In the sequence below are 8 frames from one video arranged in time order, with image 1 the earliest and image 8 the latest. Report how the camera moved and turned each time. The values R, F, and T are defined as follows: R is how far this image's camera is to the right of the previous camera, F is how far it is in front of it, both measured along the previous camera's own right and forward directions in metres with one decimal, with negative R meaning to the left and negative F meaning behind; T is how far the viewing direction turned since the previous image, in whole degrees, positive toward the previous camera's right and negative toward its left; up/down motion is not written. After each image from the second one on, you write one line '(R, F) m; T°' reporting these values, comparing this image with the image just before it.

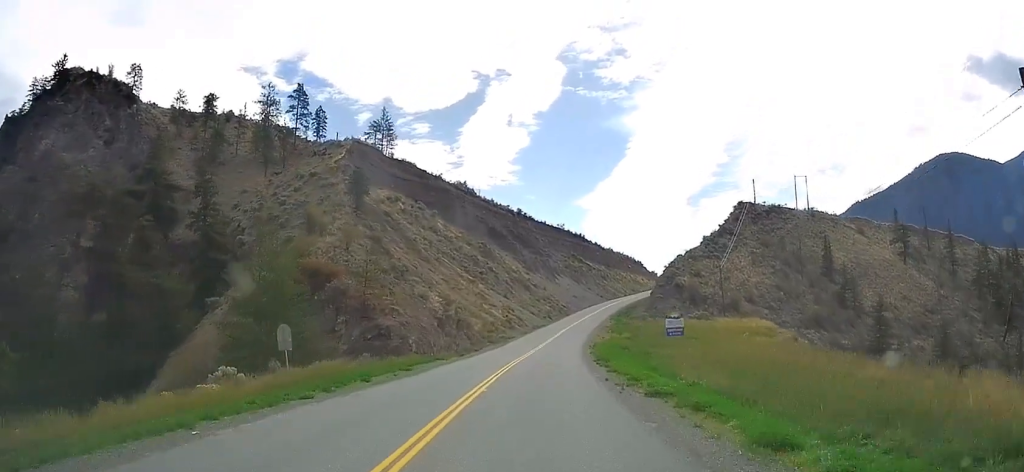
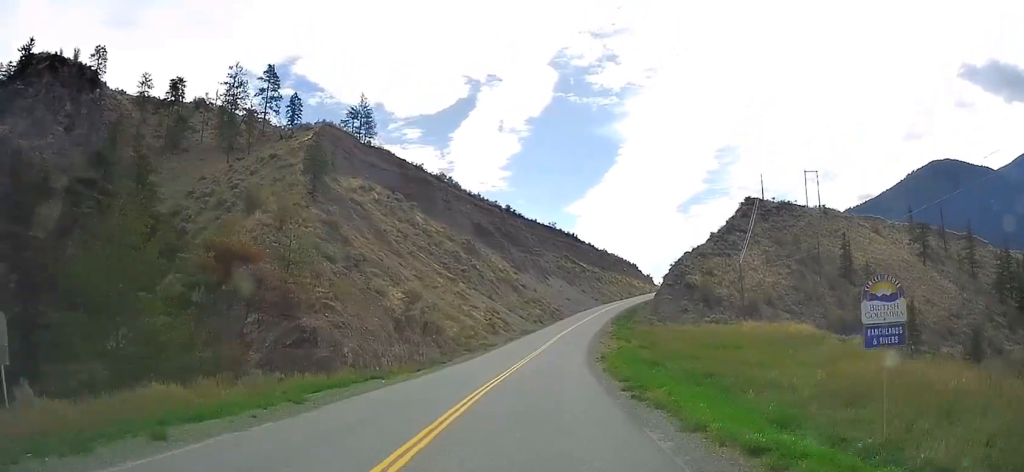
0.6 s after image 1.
(0.0, +14.7) m; 0°
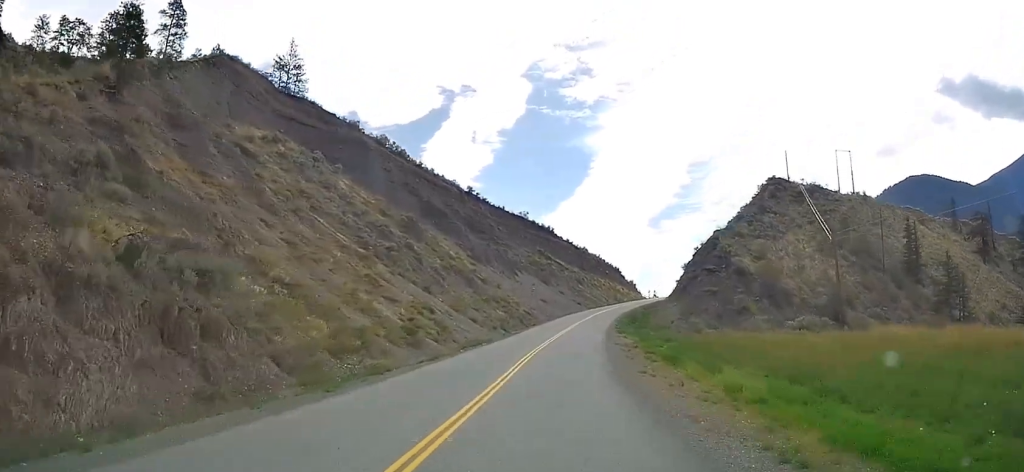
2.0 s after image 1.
(+0.1, +34.8) m; +2°
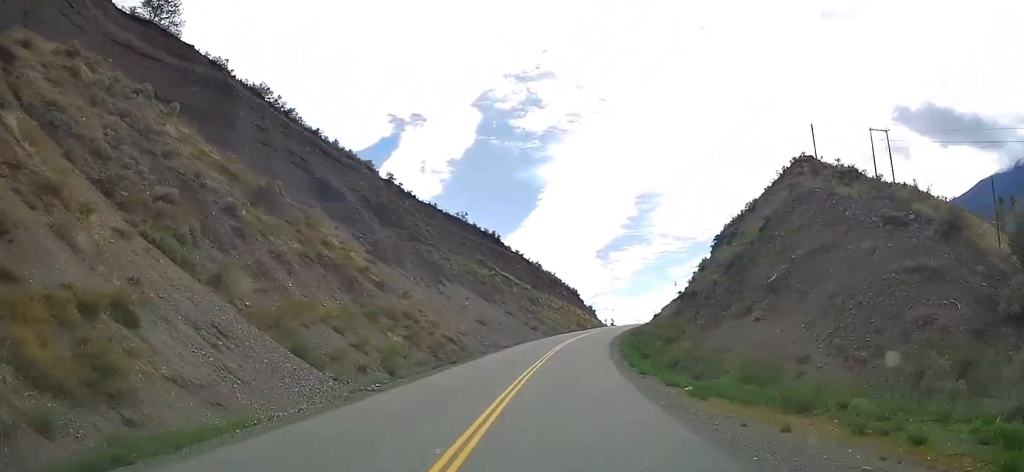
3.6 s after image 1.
(+1.0, +35.8) m; +4°
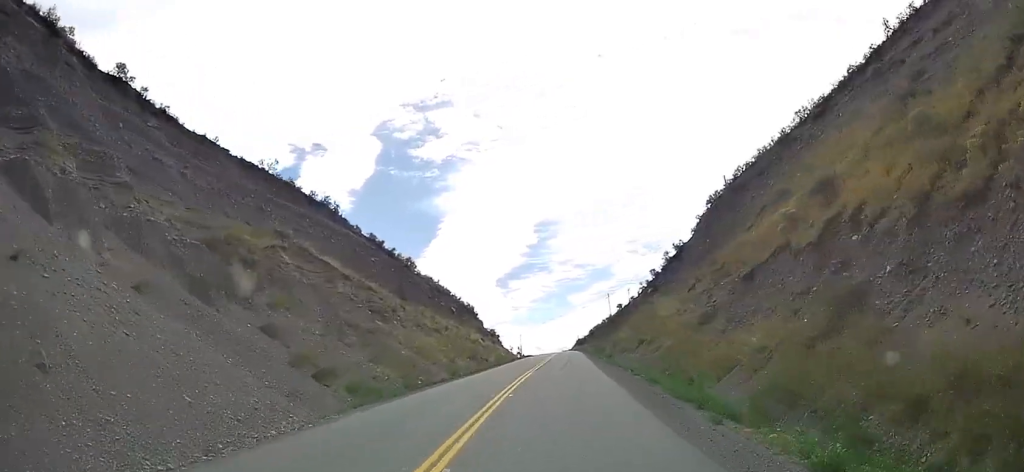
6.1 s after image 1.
(+3.8, +60.6) m; +7°
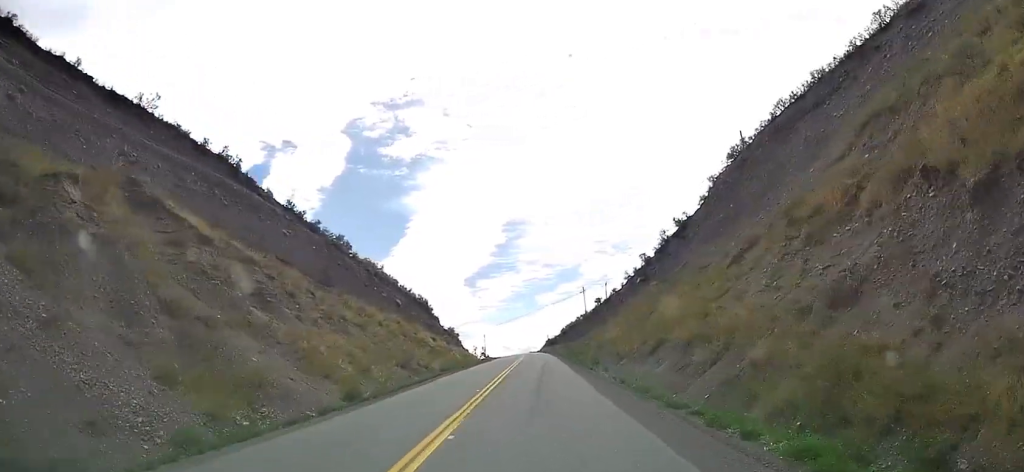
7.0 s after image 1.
(+0.5, +21.5) m; +3°
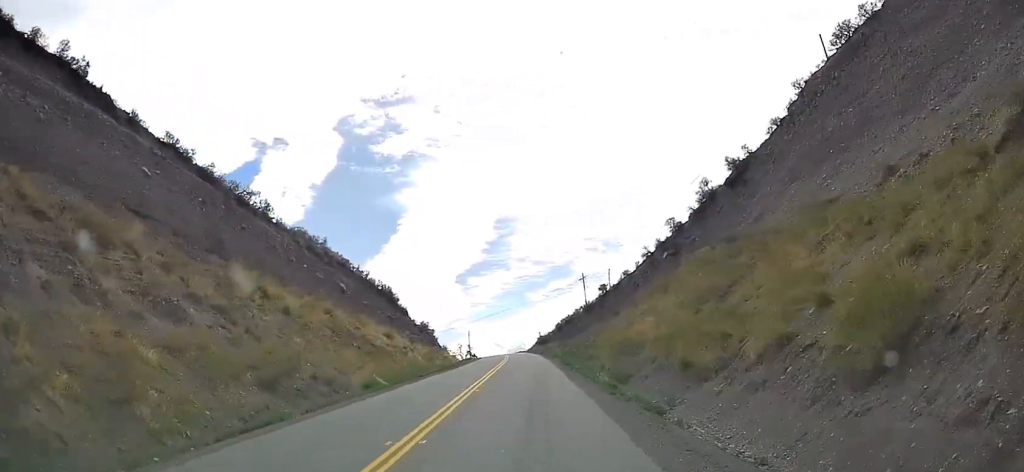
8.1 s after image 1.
(+0.7, +23.7) m; +3°
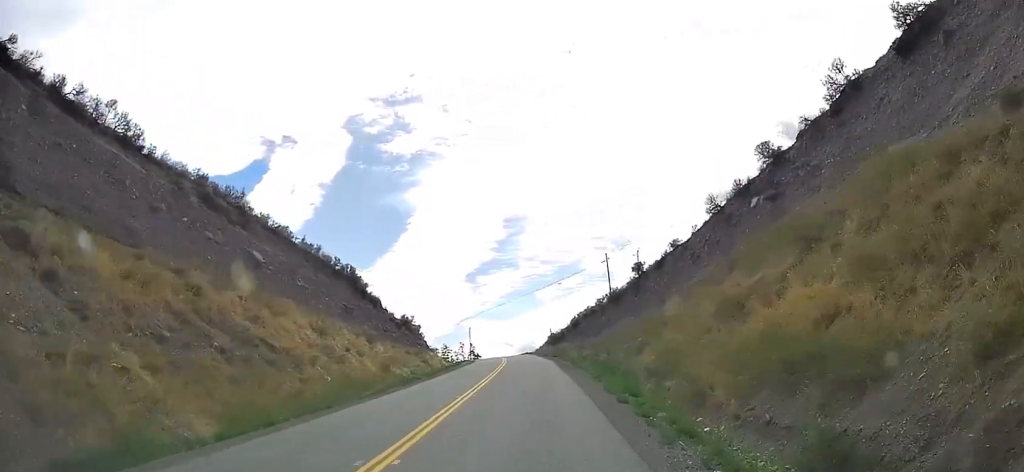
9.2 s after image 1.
(+0.6, +23.7) m; +2°
